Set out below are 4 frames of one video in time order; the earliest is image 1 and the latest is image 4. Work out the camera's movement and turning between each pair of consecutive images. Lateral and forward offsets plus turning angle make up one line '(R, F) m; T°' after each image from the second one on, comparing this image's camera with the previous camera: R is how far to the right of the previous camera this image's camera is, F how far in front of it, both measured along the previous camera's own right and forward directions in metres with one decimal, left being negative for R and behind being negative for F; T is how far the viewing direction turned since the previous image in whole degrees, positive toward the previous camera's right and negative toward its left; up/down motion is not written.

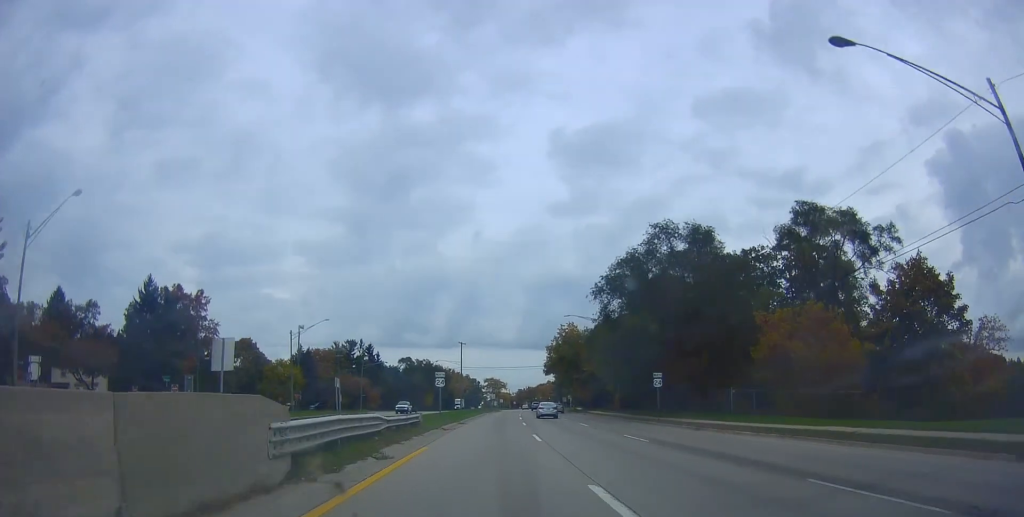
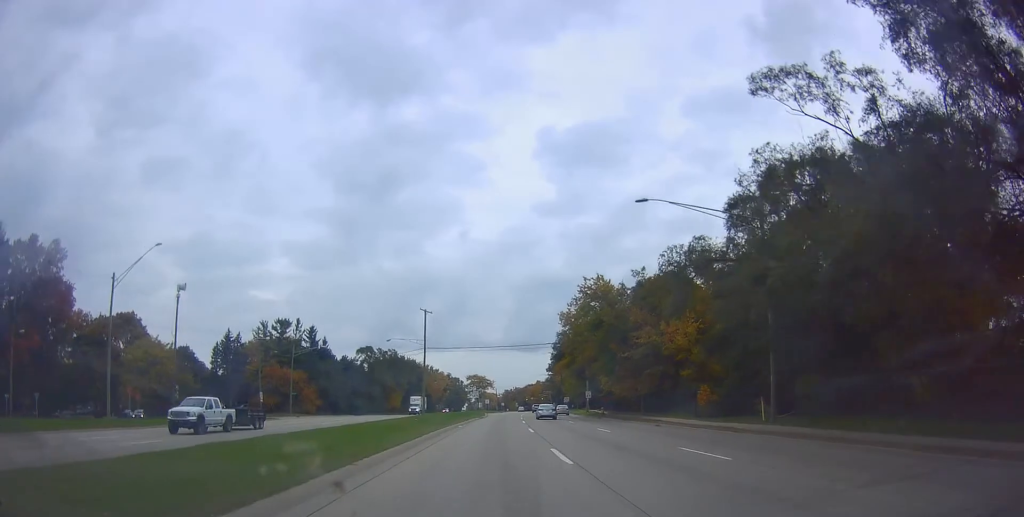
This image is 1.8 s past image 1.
(+0.4, +38.0) m; +2°
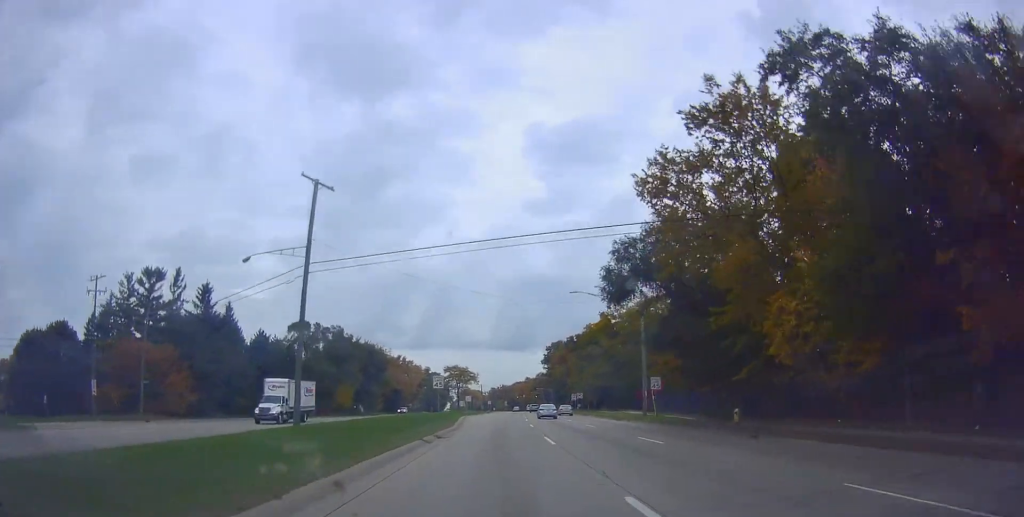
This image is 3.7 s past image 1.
(+0.6, +39.5) m; +1°
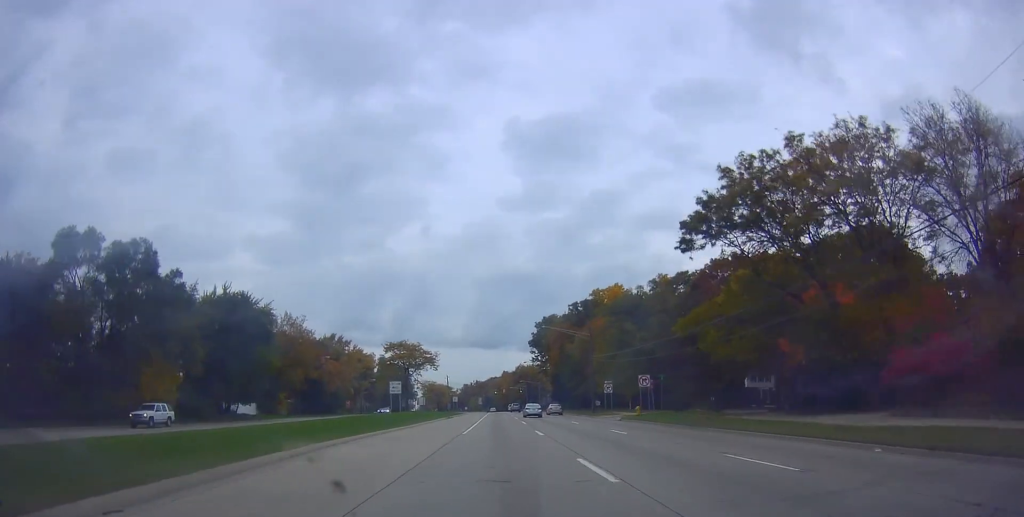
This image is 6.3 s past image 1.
(+1.6, +54.5) m; +2°
